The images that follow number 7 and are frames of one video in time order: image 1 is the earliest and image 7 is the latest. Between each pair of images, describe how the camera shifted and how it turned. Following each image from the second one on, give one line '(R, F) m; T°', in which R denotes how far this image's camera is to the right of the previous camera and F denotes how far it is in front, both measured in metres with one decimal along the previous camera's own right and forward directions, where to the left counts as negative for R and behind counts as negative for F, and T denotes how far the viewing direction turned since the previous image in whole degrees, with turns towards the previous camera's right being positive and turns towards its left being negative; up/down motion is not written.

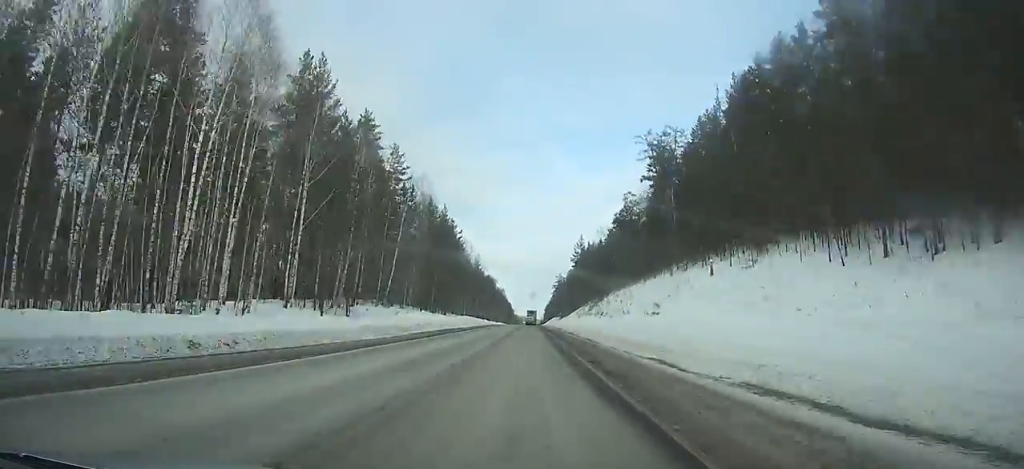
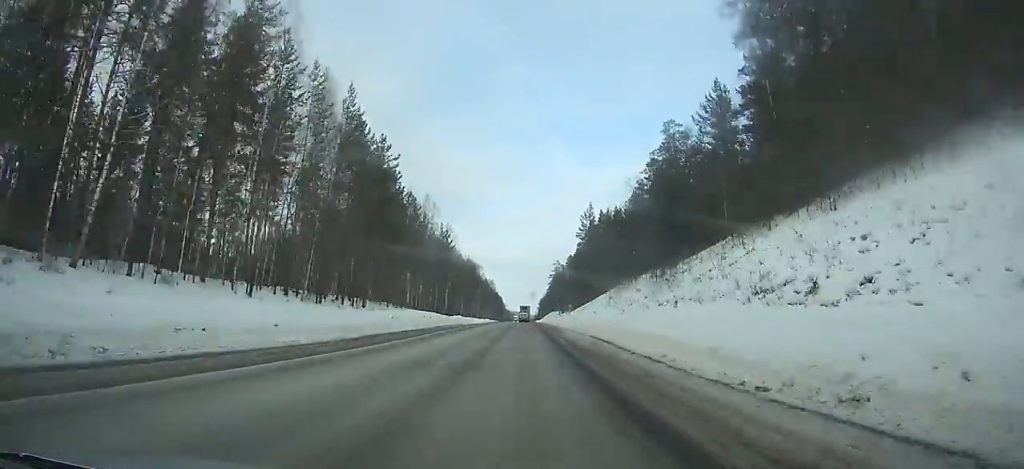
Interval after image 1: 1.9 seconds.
(+0.1, +46.0) m; 0°
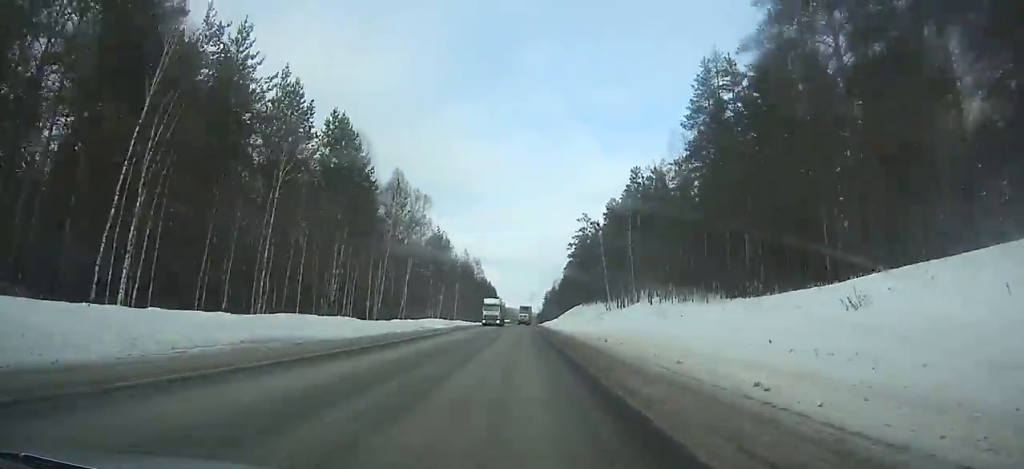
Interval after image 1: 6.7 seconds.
(-0.1, +114.5) m; 0°
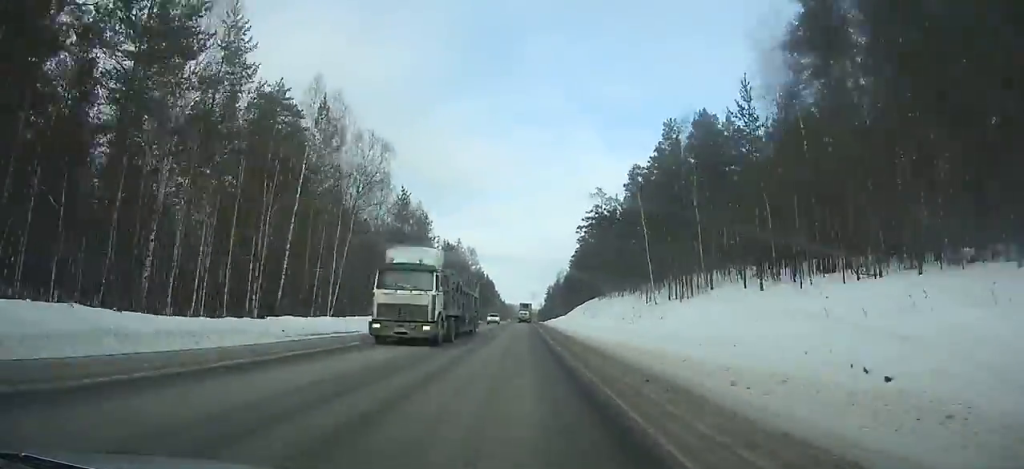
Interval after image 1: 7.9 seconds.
(0.0, +28.1) m; 0°
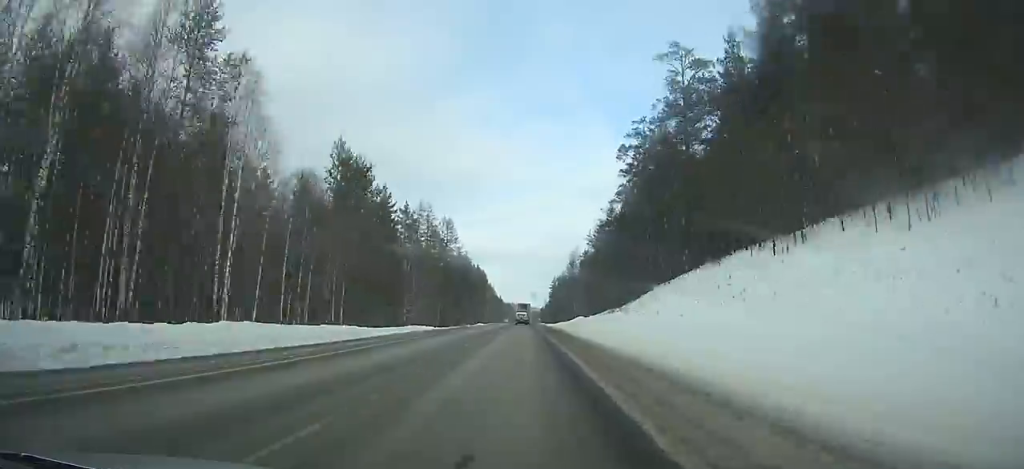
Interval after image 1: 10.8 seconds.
(+0.1, +67.1) m; 0°
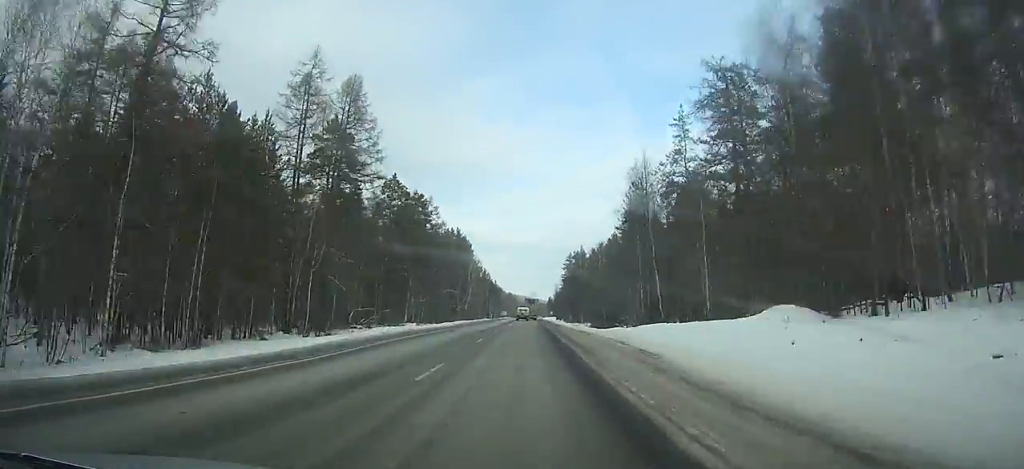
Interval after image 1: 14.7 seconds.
(-0.1, +89.0) m; 0°
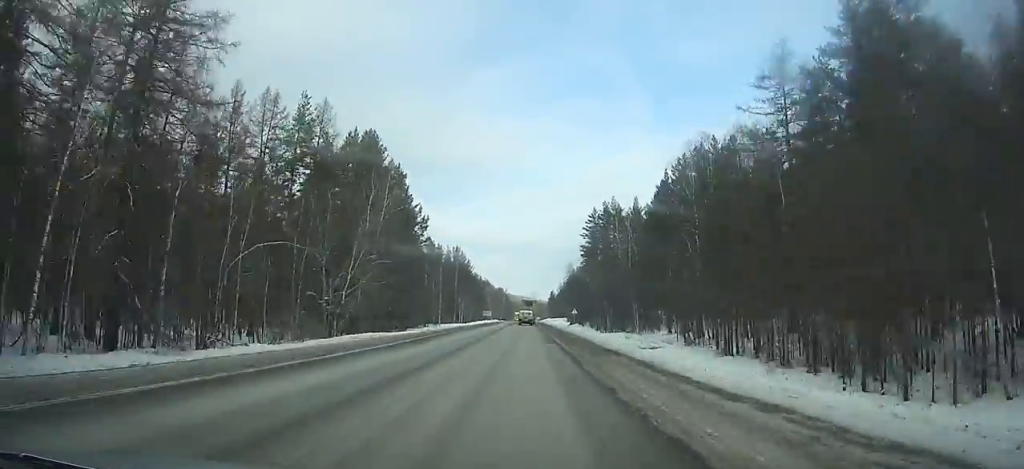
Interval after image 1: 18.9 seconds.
(+0.2, +94.2) m; 0°
